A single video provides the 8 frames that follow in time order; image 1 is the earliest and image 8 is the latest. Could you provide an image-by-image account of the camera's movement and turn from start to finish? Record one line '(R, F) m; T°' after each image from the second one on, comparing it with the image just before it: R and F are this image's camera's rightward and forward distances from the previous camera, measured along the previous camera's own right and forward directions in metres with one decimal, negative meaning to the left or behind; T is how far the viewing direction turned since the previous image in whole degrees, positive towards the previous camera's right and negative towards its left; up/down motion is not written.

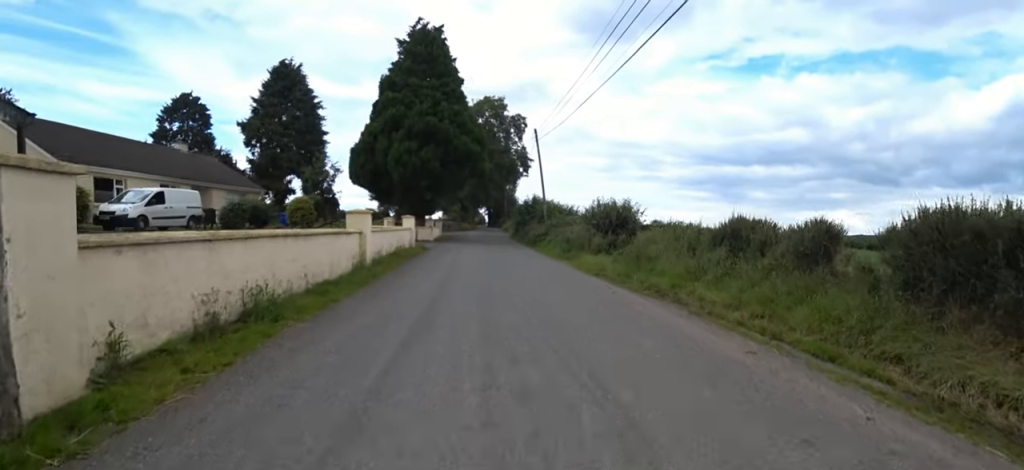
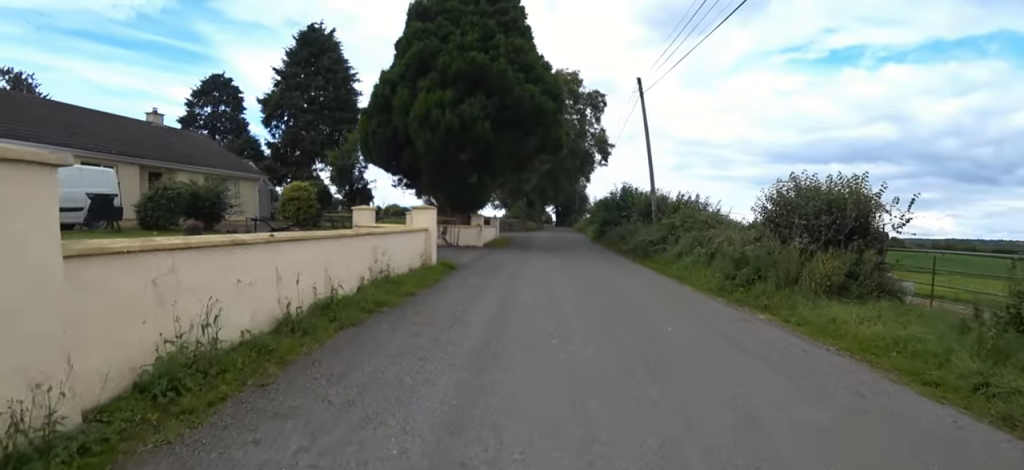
(-0.1, +9.4) m; -9°
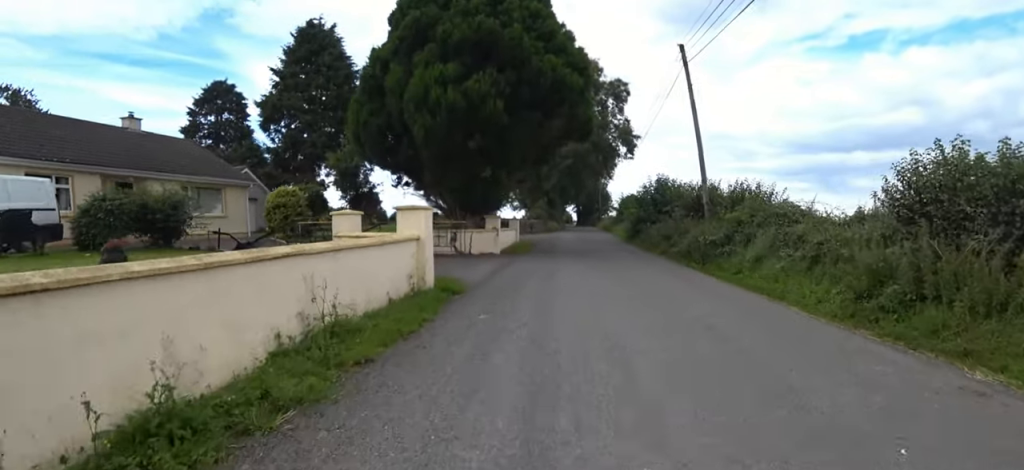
(-0.1, +3.1) m; -1°
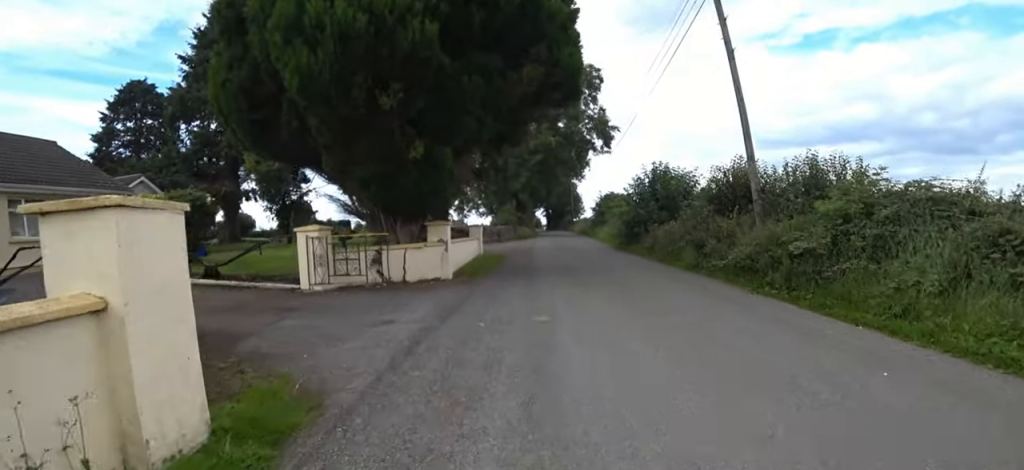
(0.0, +5.2) m; 0°
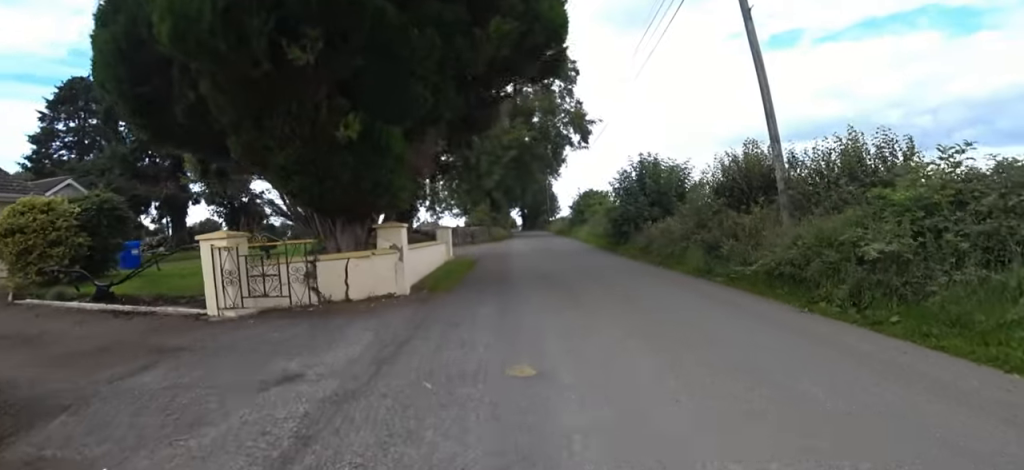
(0.0, +2.1) m; +3°
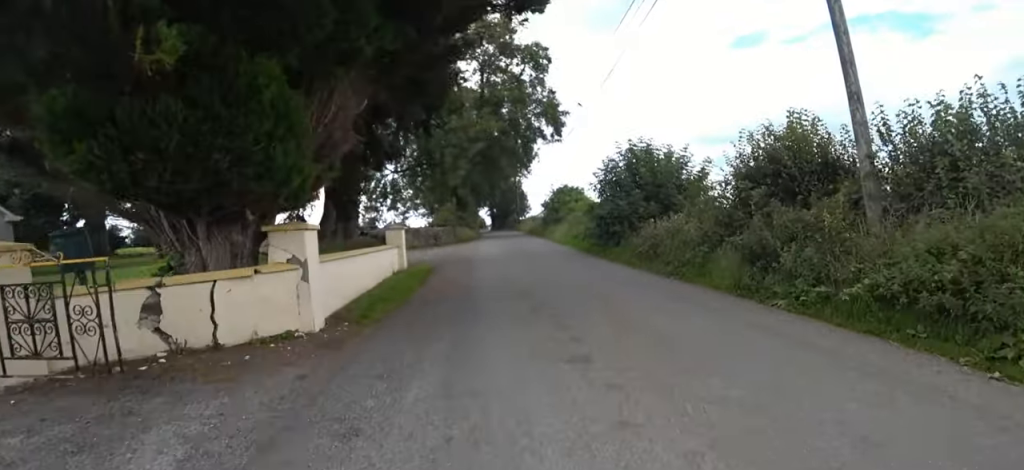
(-0.2, +2.9) m; +7°
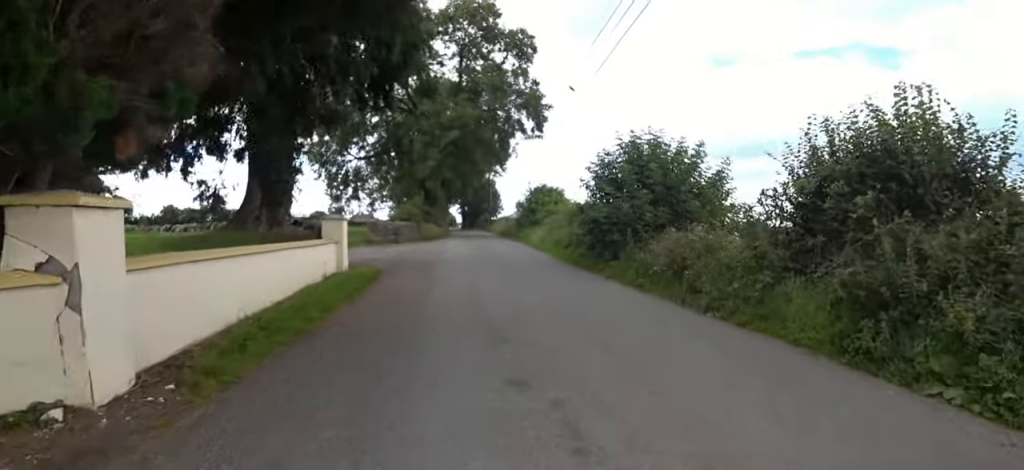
(+0.4, +2.7) m; +1°
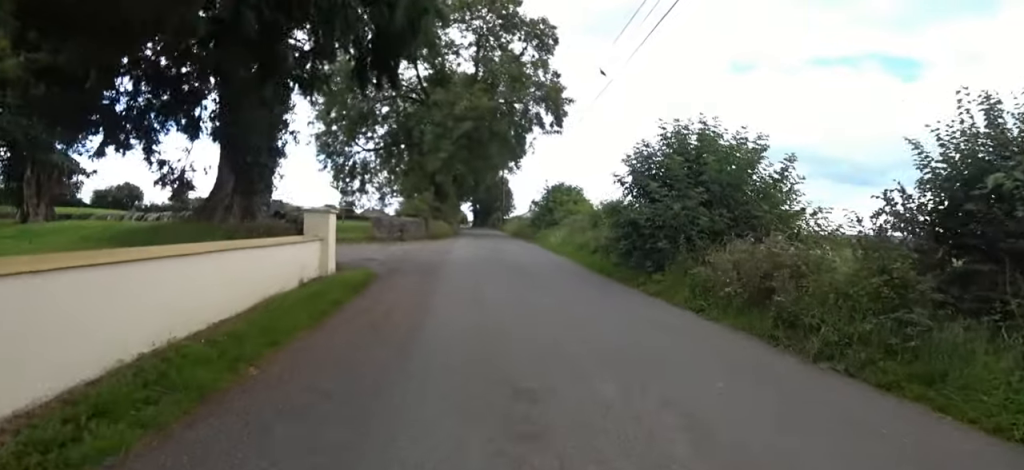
(+0.4, +1.8) m; 0°
